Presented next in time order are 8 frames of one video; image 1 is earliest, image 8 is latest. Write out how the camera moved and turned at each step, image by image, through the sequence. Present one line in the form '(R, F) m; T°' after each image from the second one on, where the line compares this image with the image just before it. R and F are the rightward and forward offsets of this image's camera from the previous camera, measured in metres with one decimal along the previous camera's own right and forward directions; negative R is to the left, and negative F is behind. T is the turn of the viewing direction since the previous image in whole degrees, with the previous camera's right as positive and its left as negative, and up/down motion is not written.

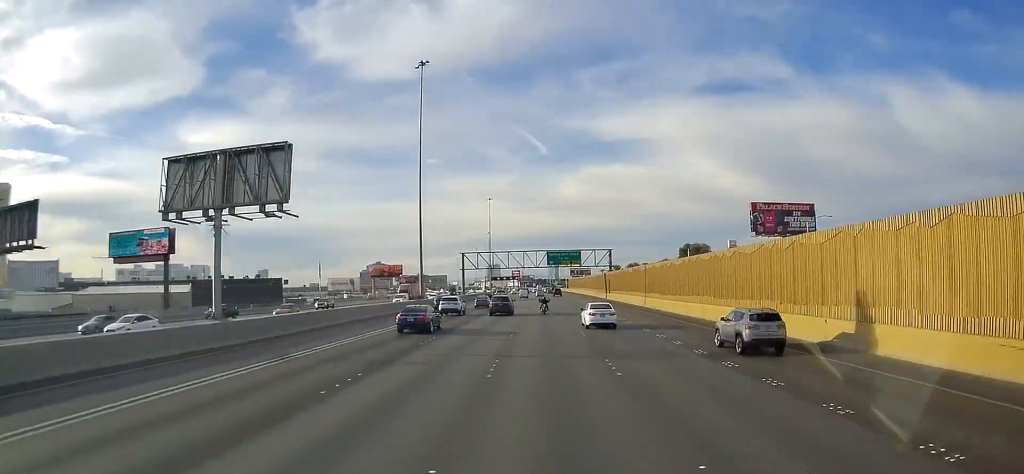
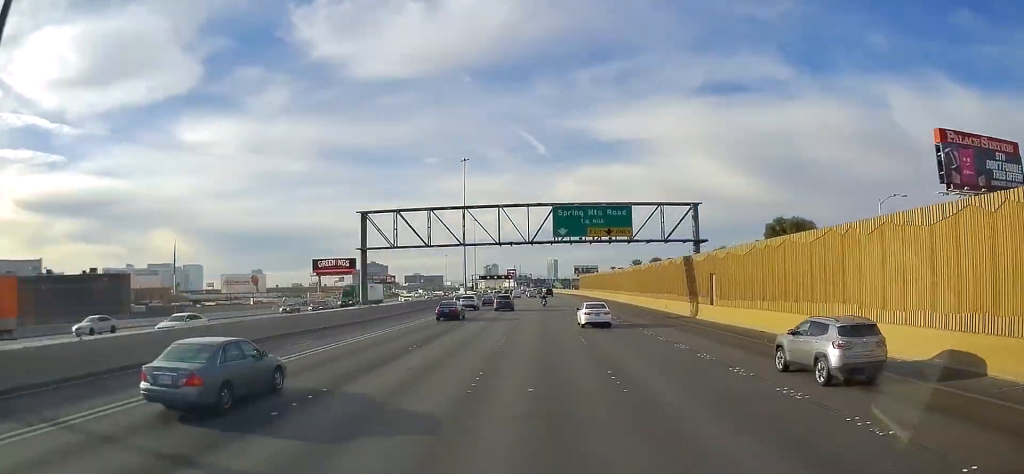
(-0.4, +63.2) m; -1°
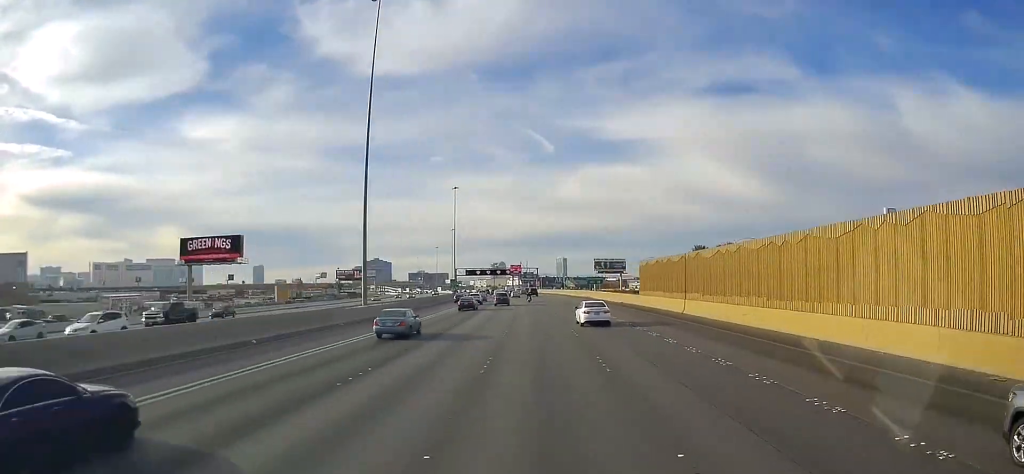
(-0.4, +82.1) m; -1°
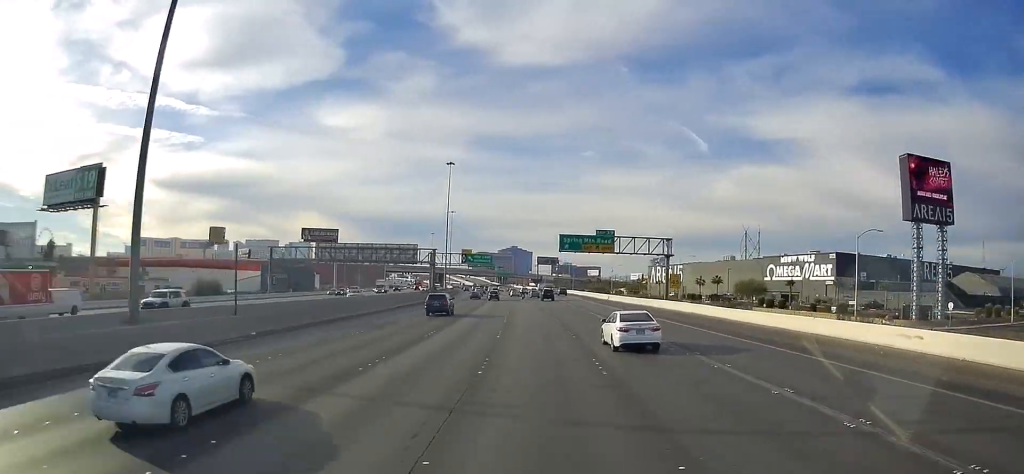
(-43.3, +399.4) m; -14°
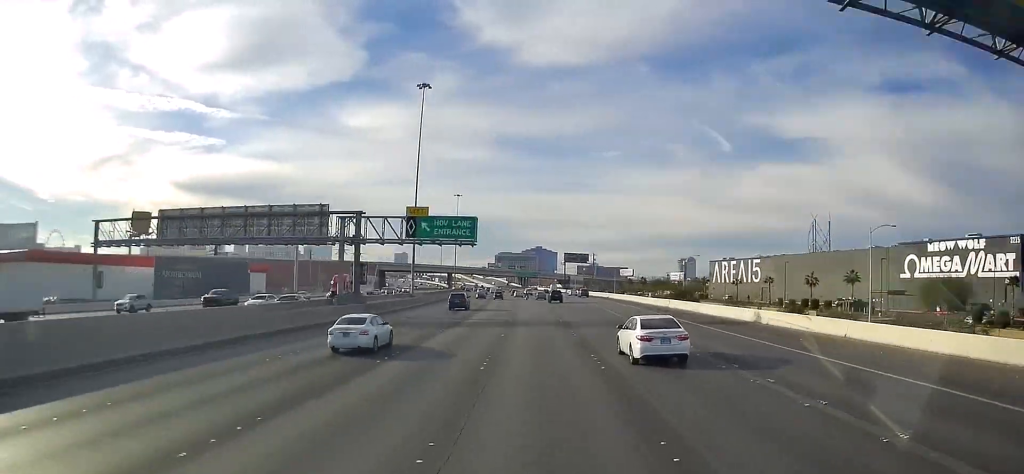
(-1.6, +60.8) m; -2°
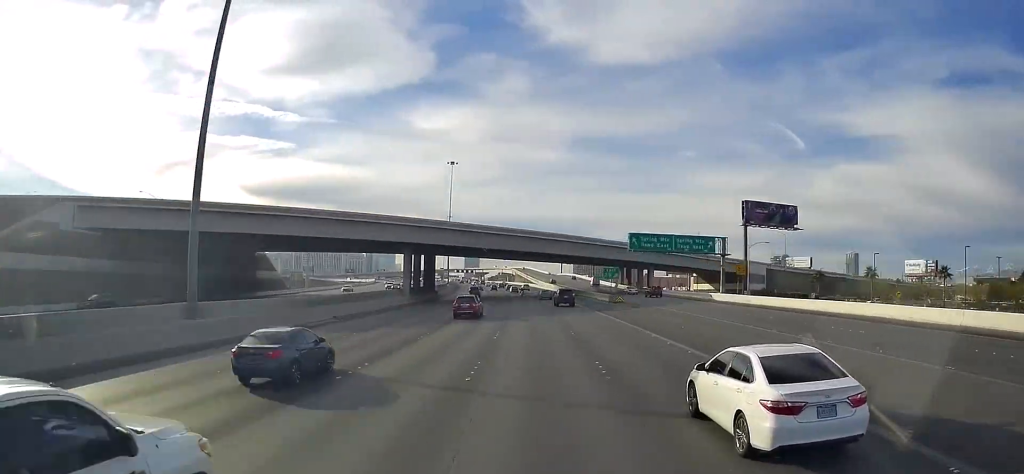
(-13.3, +209.3) m; -8°
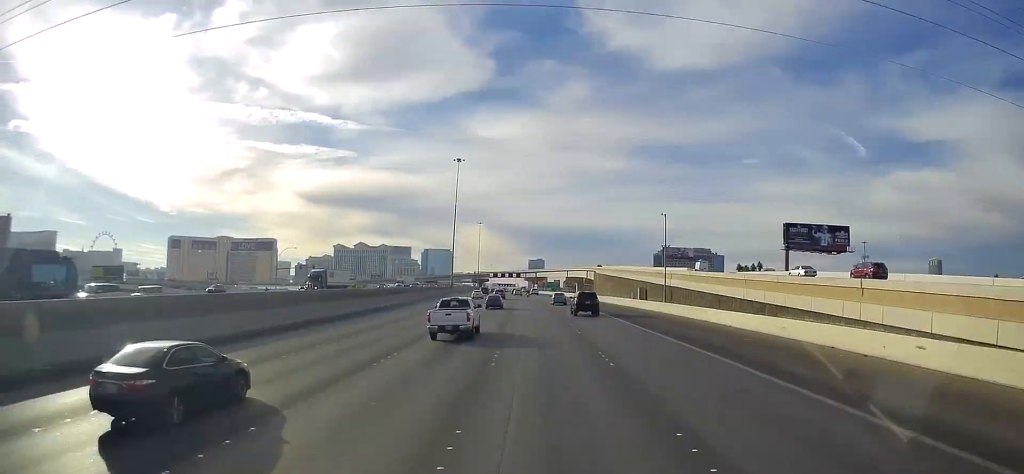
(-10.2, +177.7) m; -6°
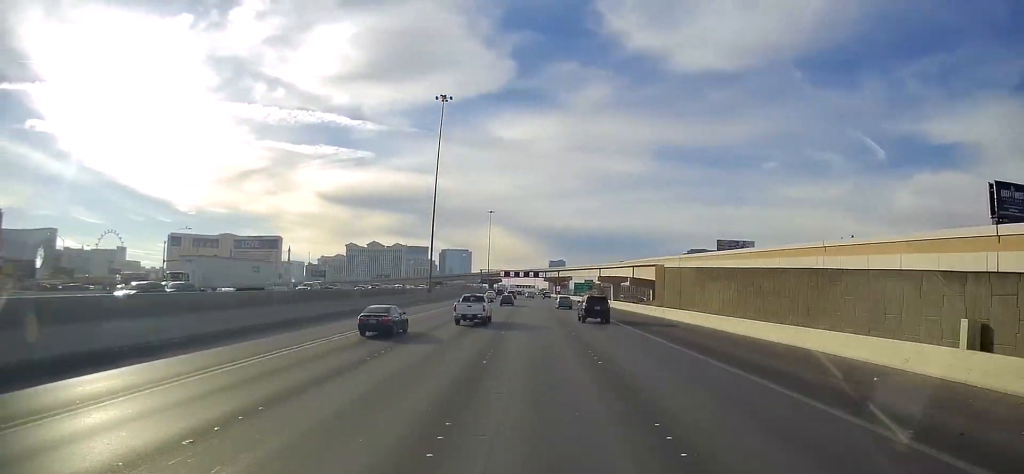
(-0.9, +60.1) m; -2°
